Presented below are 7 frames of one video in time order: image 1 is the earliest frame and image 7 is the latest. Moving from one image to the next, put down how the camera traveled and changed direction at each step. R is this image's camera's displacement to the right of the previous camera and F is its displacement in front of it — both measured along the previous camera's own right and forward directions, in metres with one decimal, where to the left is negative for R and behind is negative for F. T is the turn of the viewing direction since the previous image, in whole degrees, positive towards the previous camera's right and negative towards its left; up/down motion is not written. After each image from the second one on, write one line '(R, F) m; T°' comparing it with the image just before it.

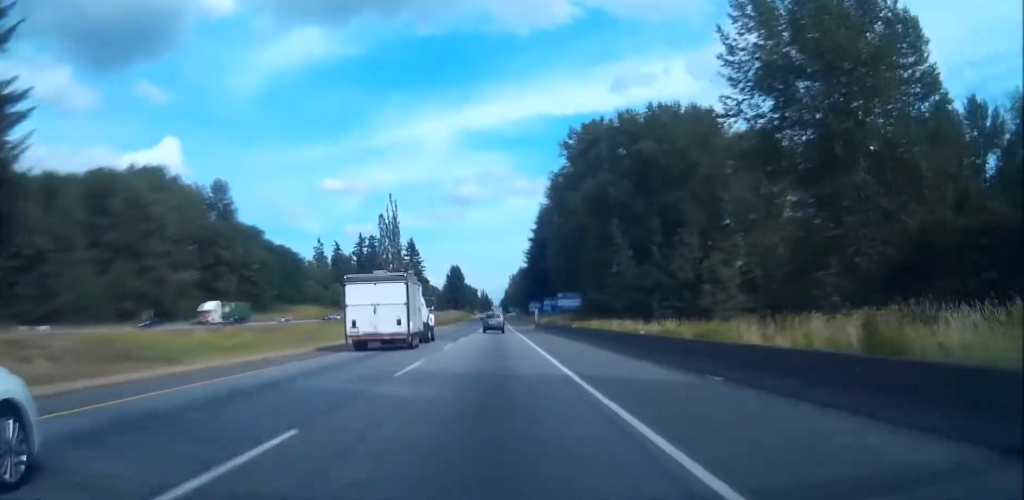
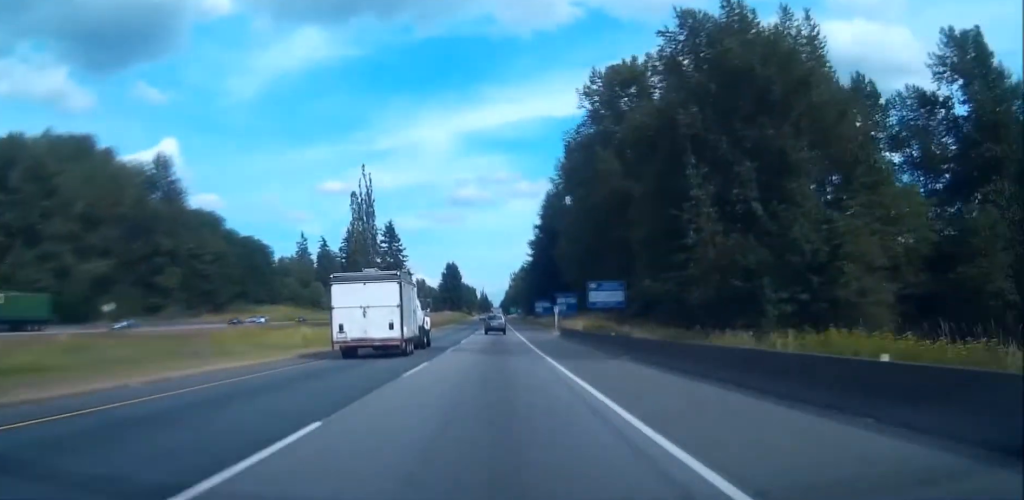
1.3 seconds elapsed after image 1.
(-0.2, +38.1) m; 0°
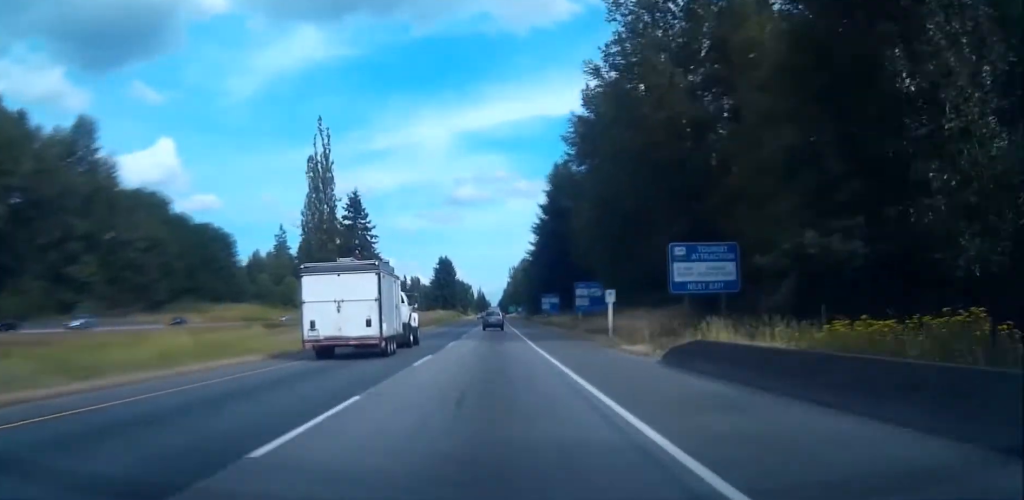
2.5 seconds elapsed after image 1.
(0.0, +37.0) m; 0°
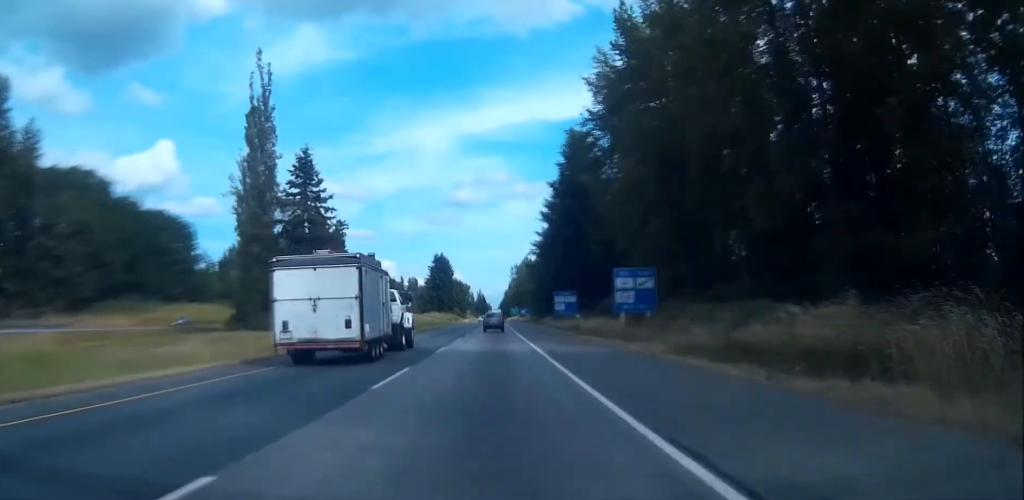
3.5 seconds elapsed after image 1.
(+0.1, +31.0) m; 0°
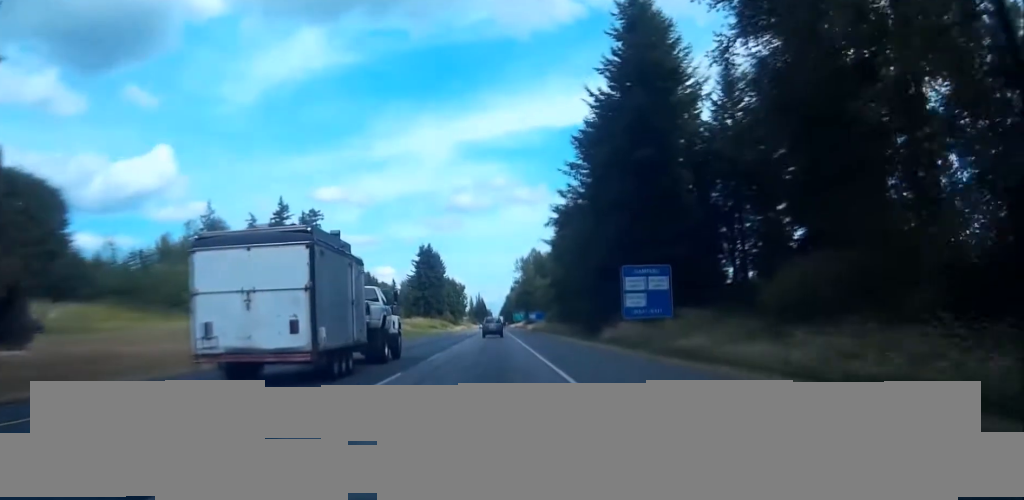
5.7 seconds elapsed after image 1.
(+0.3, +66.3) m; 0°
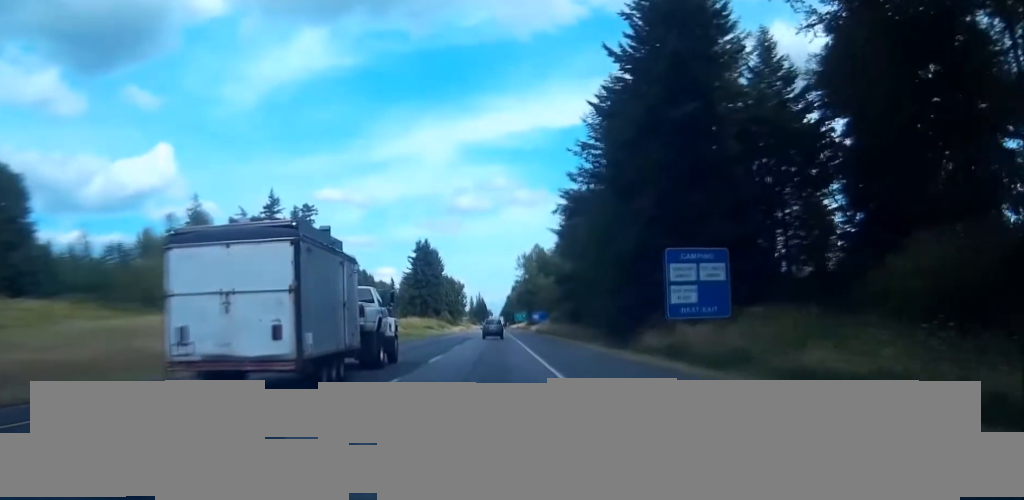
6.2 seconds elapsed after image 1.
(0.0, +14.1) m; 0°
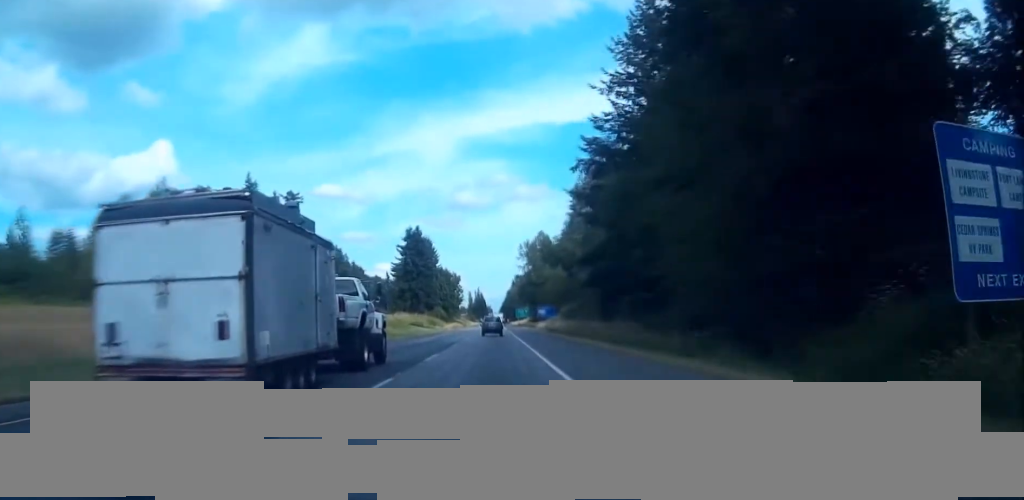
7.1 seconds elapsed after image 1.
(0.0, +27.3) m; +1°
